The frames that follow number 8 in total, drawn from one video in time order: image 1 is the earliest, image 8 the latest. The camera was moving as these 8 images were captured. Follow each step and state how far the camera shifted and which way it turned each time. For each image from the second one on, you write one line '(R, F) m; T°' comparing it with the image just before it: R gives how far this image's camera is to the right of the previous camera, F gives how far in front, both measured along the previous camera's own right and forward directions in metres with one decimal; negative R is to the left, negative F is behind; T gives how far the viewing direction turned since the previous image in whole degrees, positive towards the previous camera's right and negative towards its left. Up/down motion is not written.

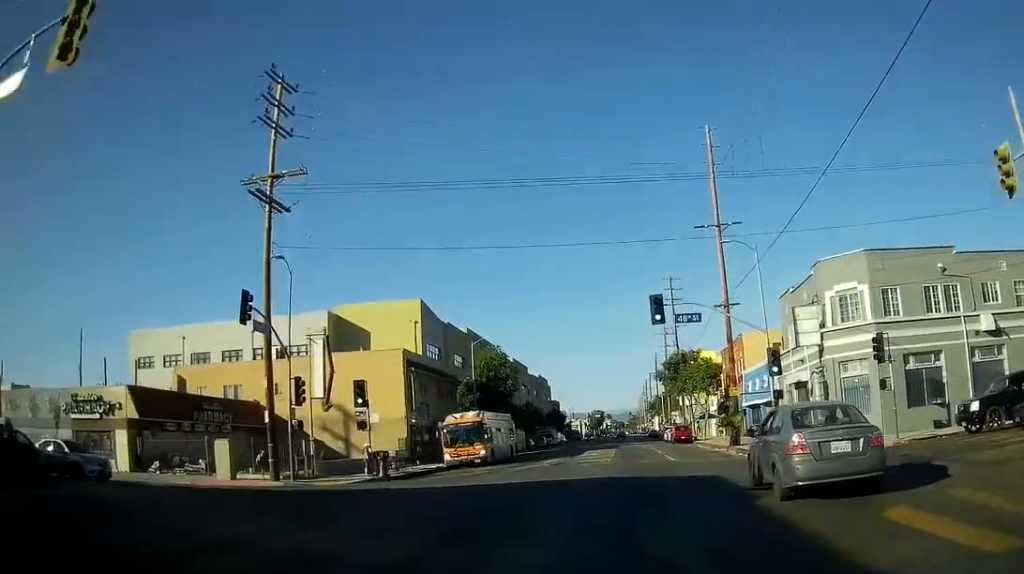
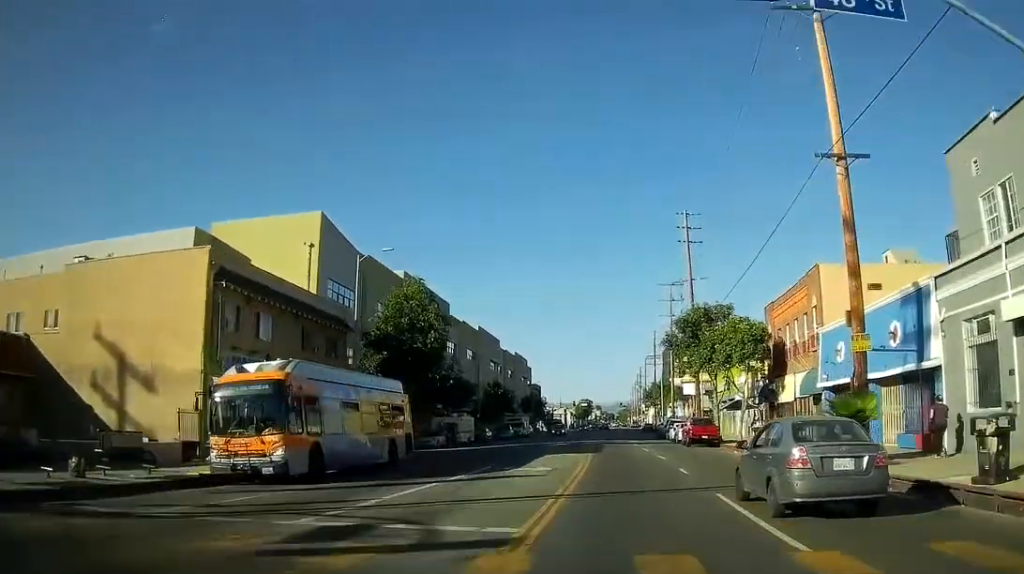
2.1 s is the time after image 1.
(0.0, +26.0) m; 0°
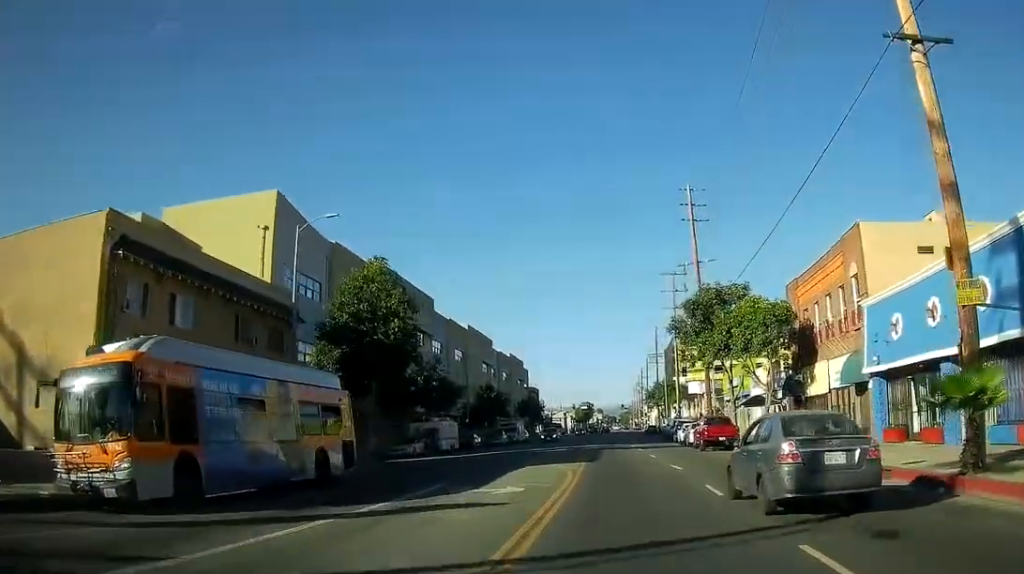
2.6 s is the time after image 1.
(0.0, +6.7) m; 0°
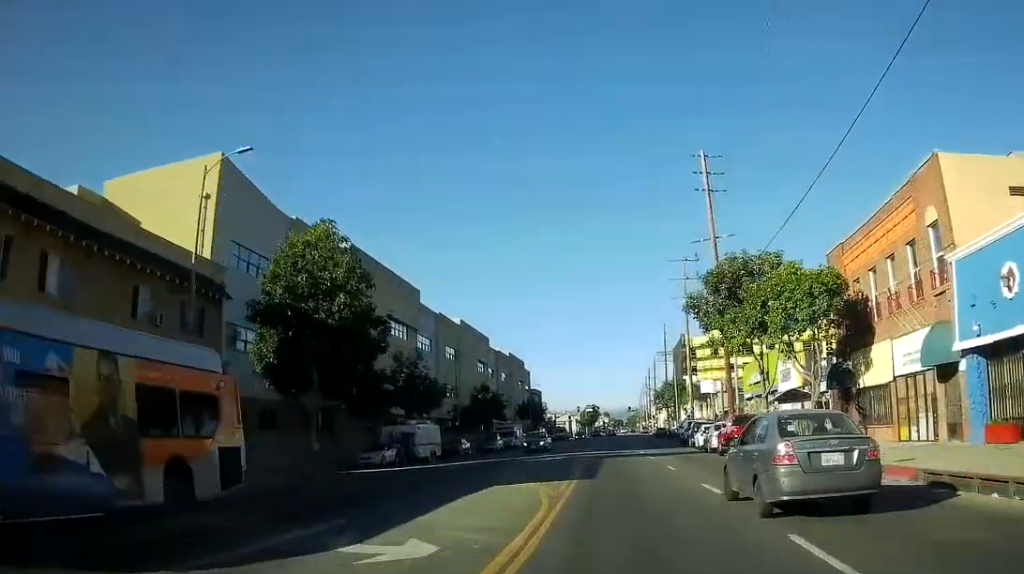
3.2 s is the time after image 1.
(0.0, +8.0) m; 0°
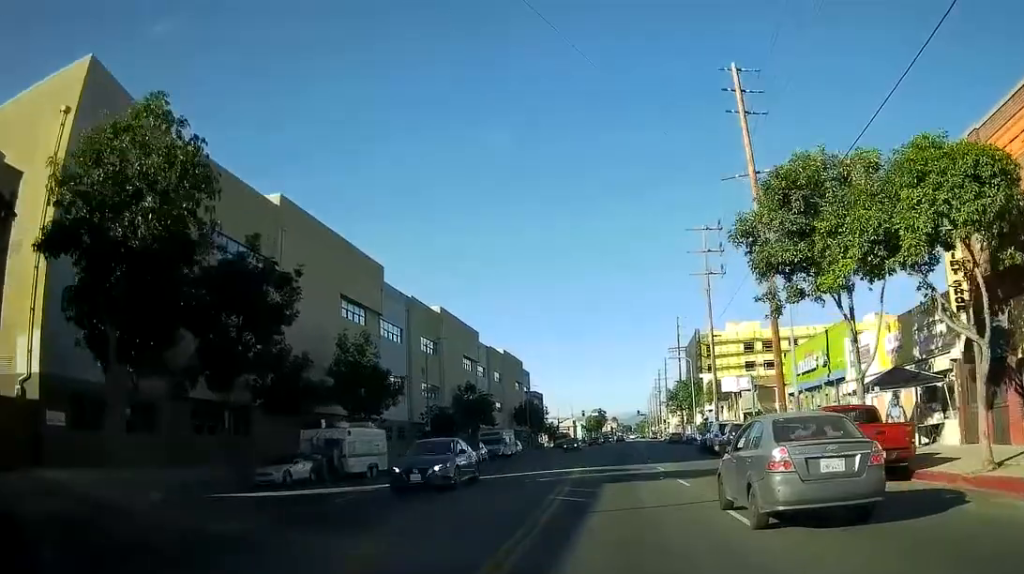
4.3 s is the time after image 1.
(0.0, +13.3) m; 0°
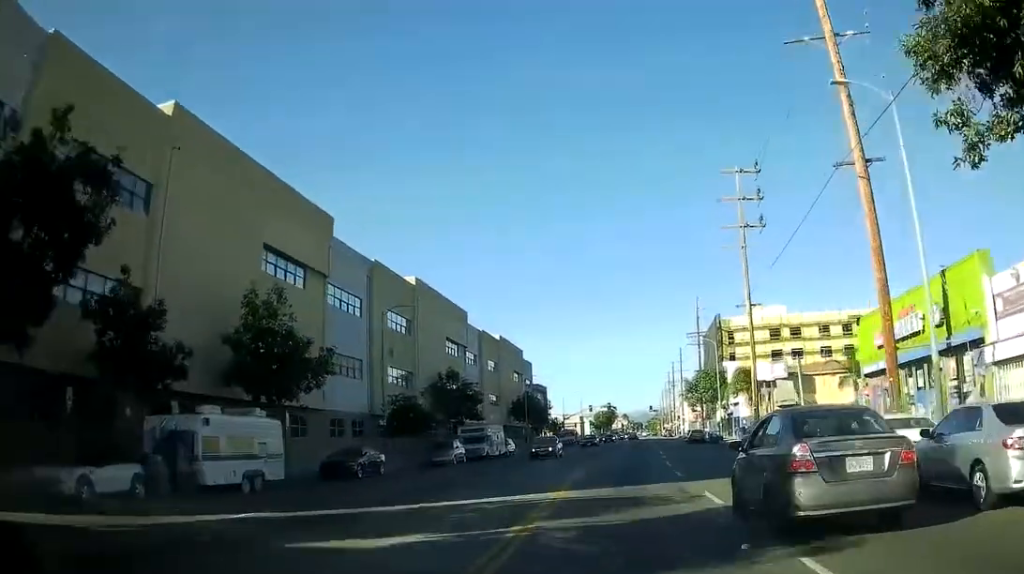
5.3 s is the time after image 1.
(0.0, +13.1) m; 0°
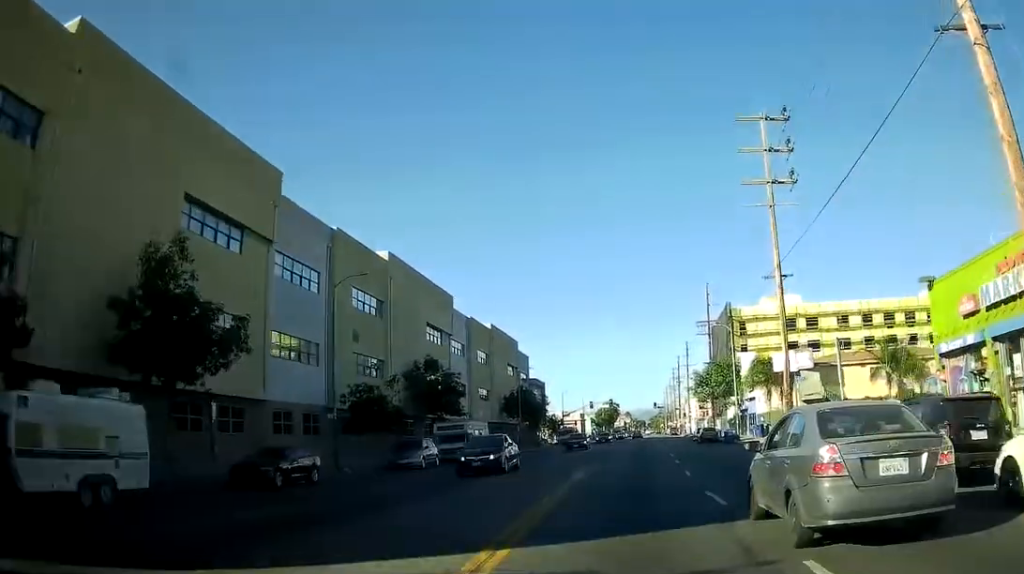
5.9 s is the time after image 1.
(0.0, +8.0) m; 0°
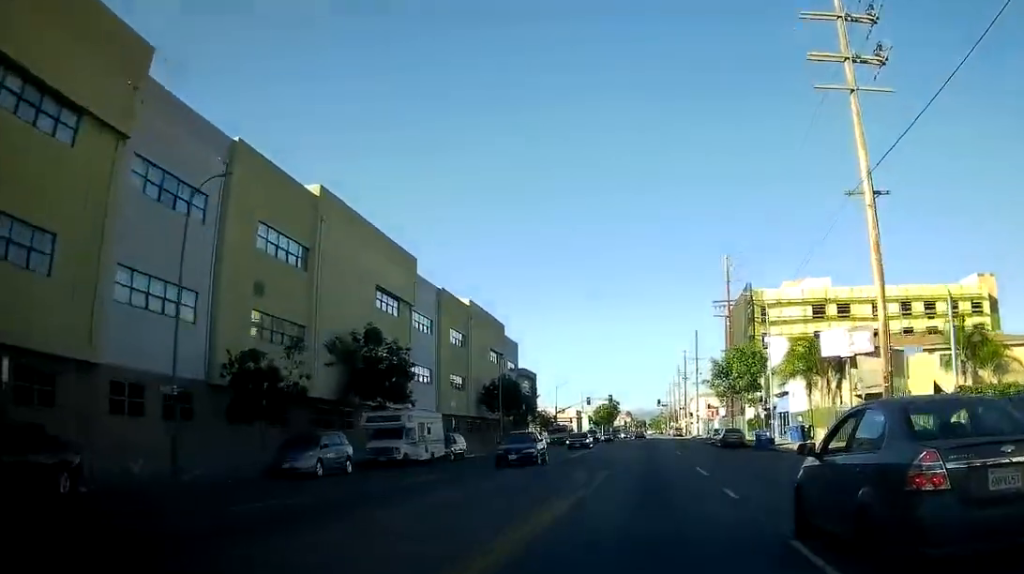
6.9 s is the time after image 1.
(0.0, +13.9) m; -2°
